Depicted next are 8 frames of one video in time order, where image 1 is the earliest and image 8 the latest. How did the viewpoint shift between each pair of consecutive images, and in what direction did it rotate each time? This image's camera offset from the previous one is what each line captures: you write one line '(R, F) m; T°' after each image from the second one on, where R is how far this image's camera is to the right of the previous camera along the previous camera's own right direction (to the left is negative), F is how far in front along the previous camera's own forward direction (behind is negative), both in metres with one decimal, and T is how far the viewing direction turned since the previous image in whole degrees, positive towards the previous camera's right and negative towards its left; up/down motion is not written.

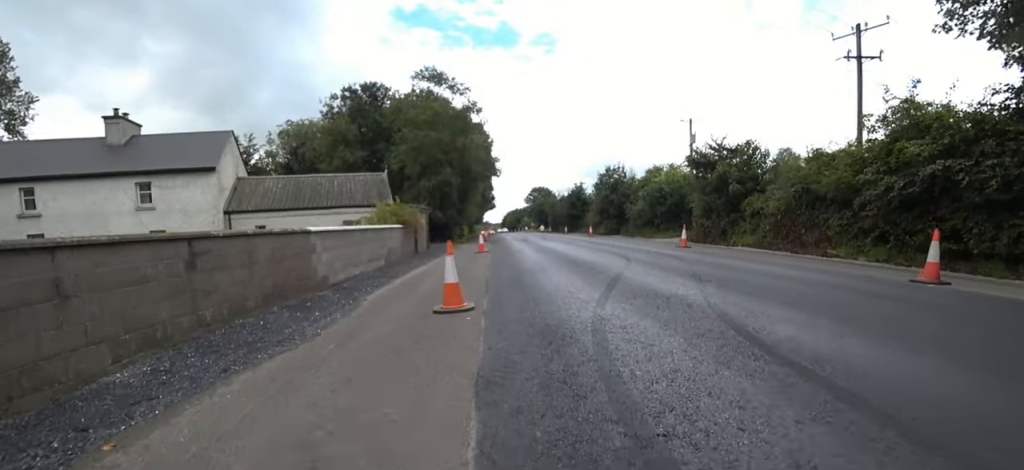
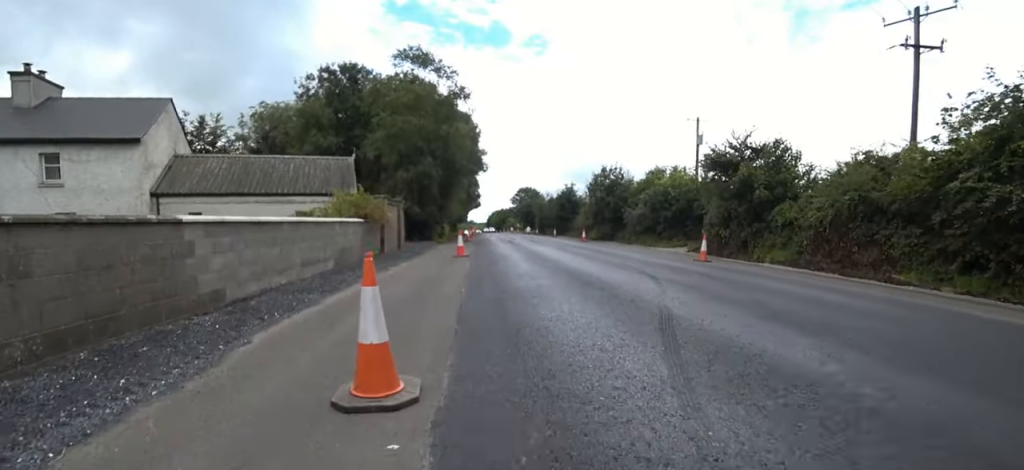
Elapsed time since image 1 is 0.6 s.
(-0.3, +3.2) m; 0°
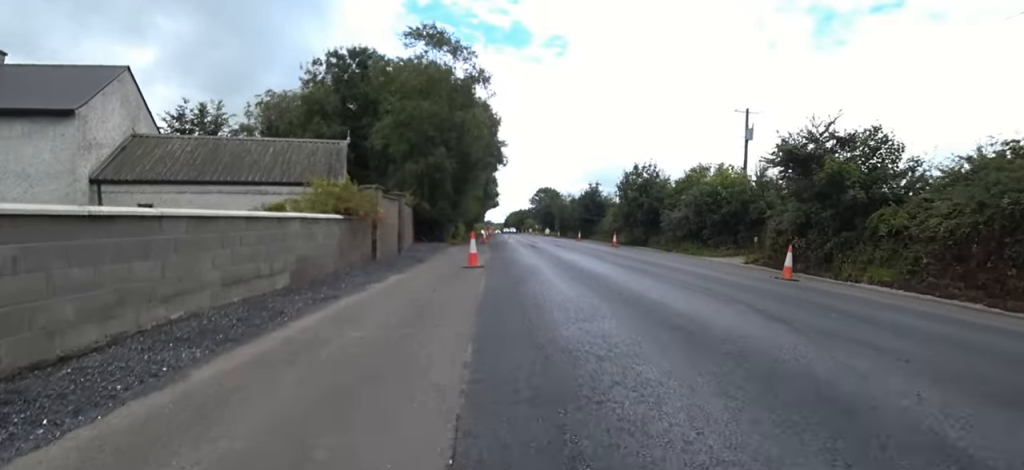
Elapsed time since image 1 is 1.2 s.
(-0.1, +3.6) m; +1°
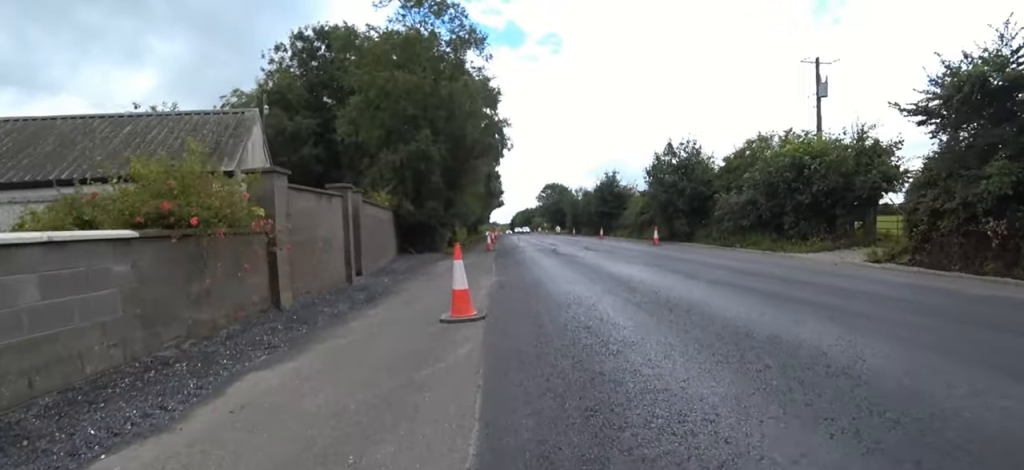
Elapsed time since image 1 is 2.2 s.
(+0.4, +6.4) m; +3°
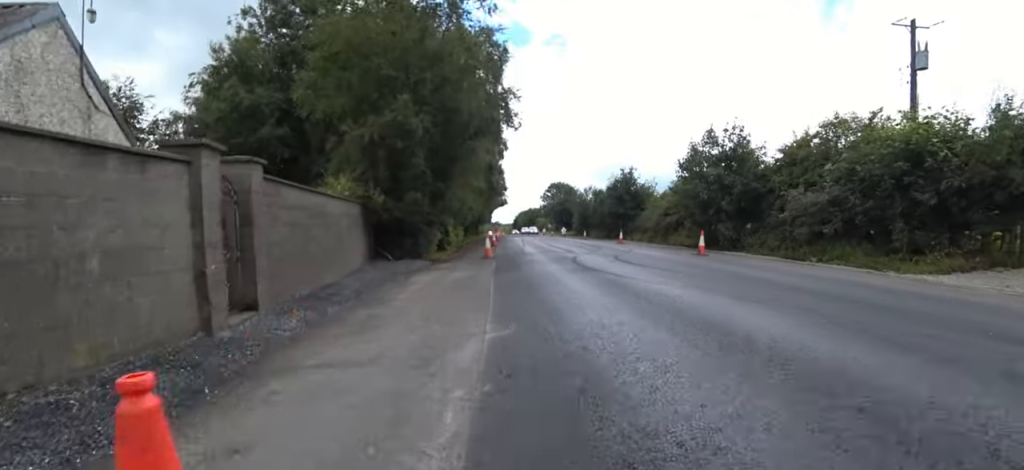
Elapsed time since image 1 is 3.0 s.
(0.0, +5.2) m; 0°
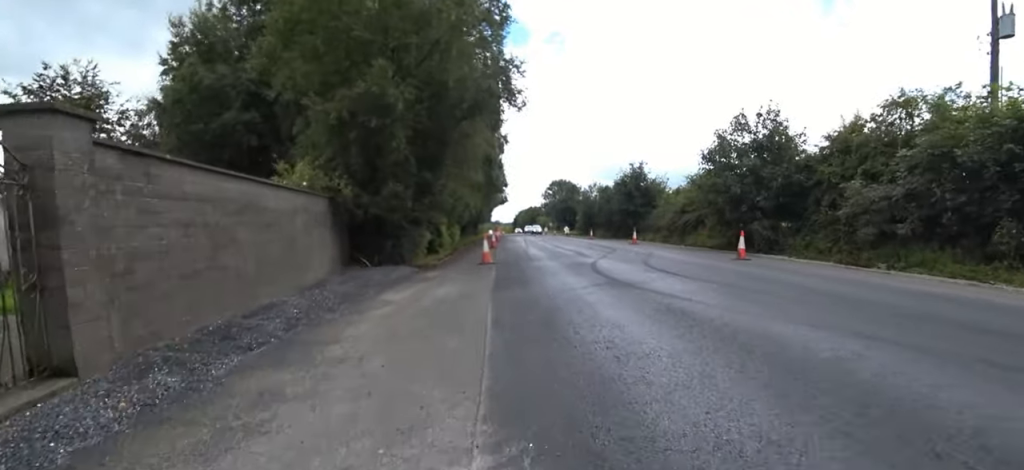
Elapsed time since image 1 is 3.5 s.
(0.0, +3.1) m; 0°
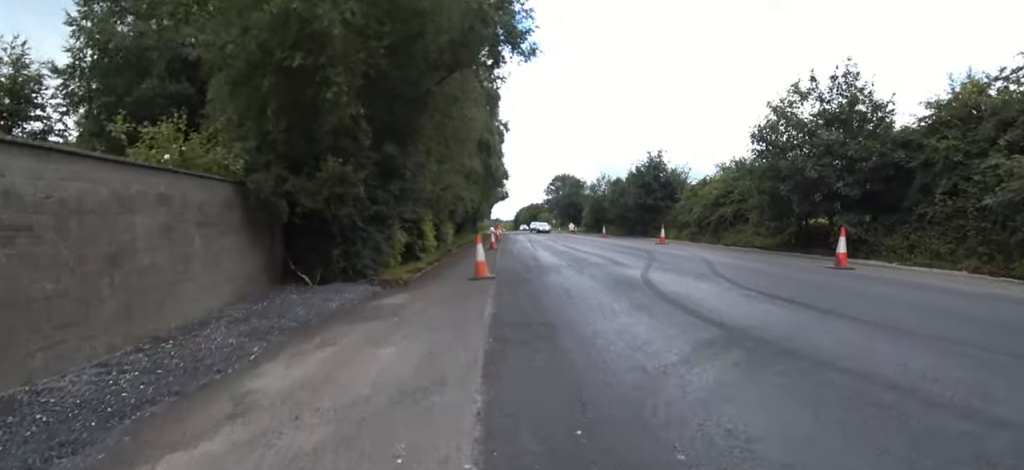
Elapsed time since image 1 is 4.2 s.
(0.0, +4.8) m; -3°
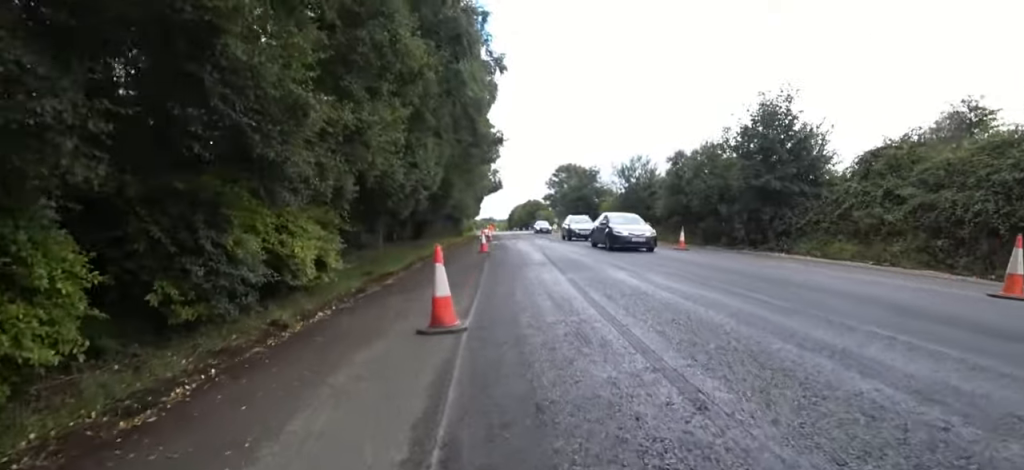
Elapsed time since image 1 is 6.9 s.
(-2.5, +17.7) m; -1°
